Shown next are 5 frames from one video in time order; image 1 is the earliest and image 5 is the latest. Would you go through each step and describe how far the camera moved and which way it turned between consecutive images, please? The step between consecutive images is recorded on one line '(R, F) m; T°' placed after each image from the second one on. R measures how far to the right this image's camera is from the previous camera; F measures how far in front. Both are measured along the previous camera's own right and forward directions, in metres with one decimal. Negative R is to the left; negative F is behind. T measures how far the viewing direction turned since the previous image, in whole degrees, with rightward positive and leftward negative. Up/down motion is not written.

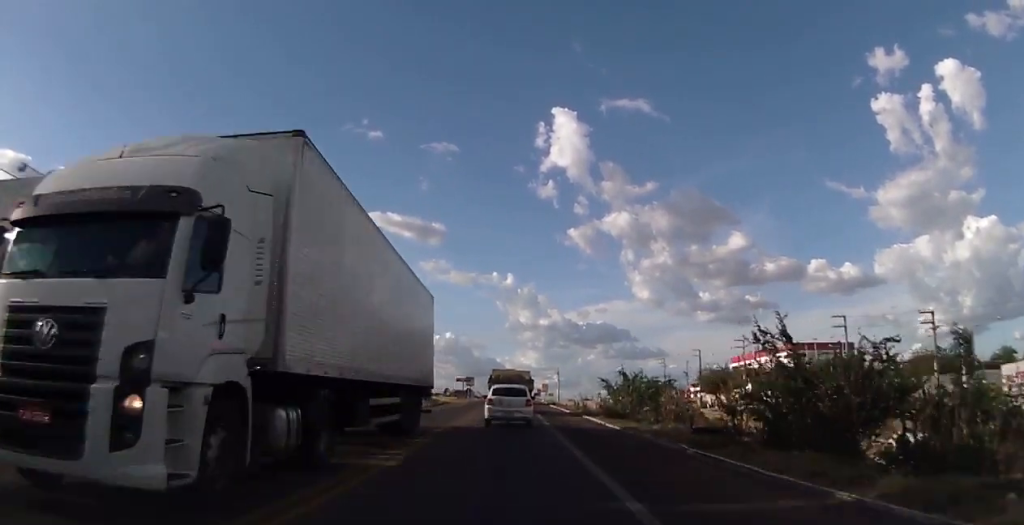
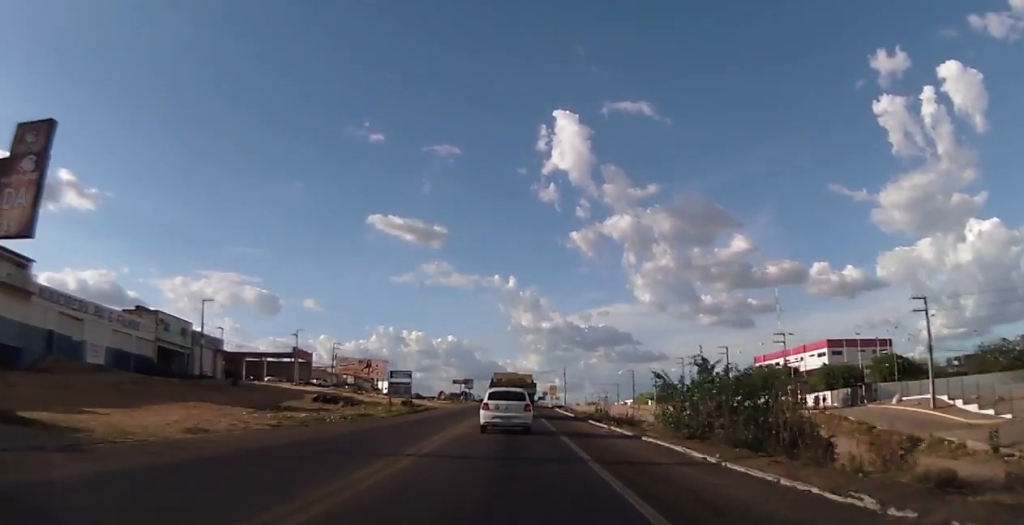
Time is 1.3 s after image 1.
(0.0, +17.2) m; -1°
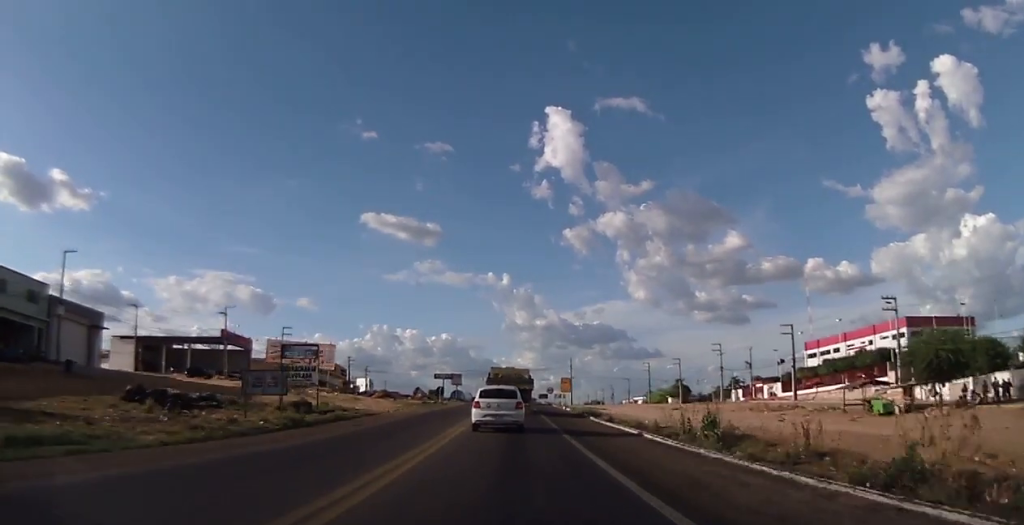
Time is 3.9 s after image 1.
(+0.4, +31.8) m; +1°
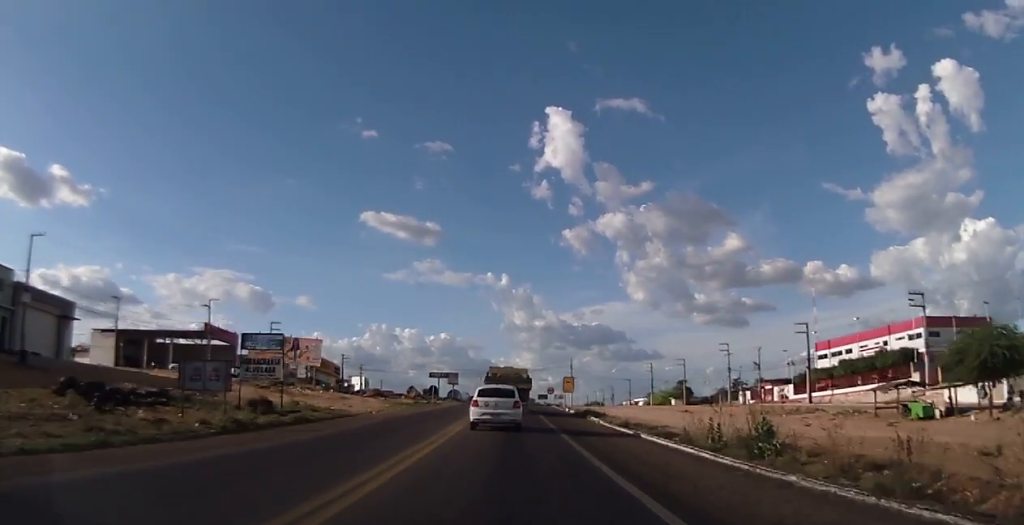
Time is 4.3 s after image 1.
(0.0, +5.5) m; 0°
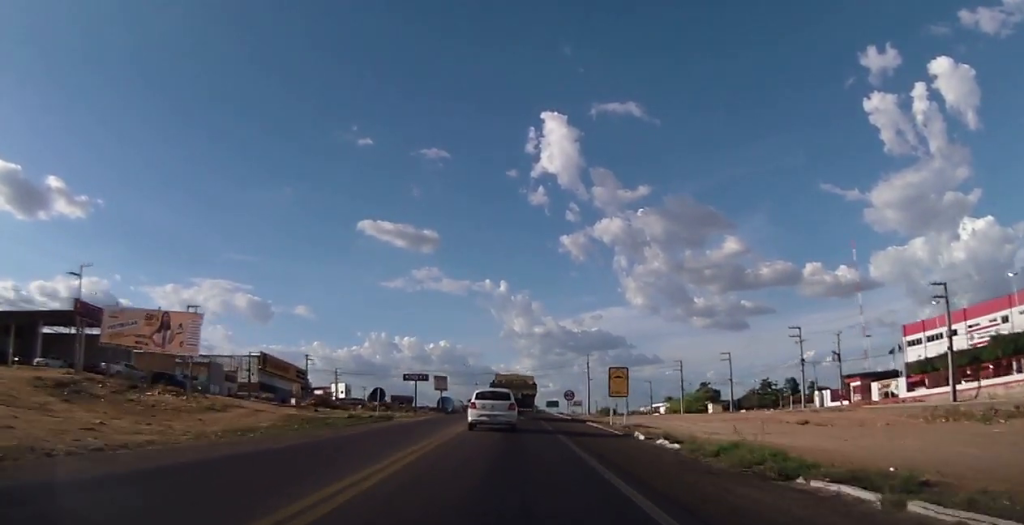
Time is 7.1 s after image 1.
(0.0, +31.5) m; 0°
